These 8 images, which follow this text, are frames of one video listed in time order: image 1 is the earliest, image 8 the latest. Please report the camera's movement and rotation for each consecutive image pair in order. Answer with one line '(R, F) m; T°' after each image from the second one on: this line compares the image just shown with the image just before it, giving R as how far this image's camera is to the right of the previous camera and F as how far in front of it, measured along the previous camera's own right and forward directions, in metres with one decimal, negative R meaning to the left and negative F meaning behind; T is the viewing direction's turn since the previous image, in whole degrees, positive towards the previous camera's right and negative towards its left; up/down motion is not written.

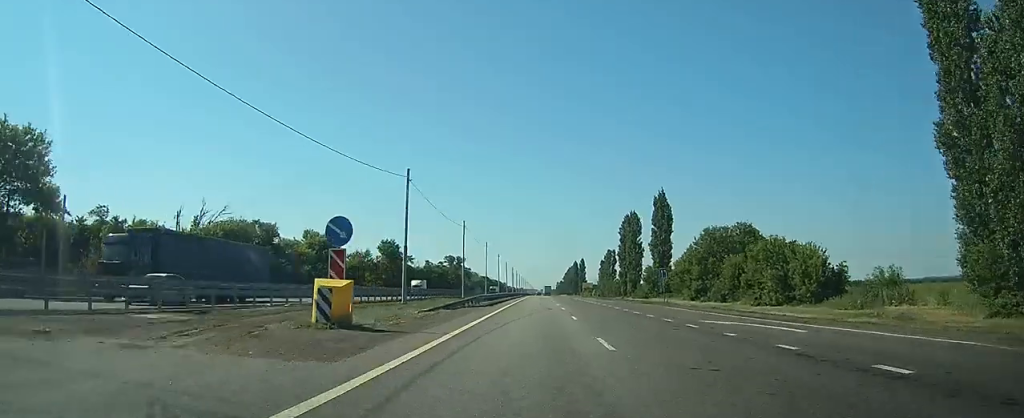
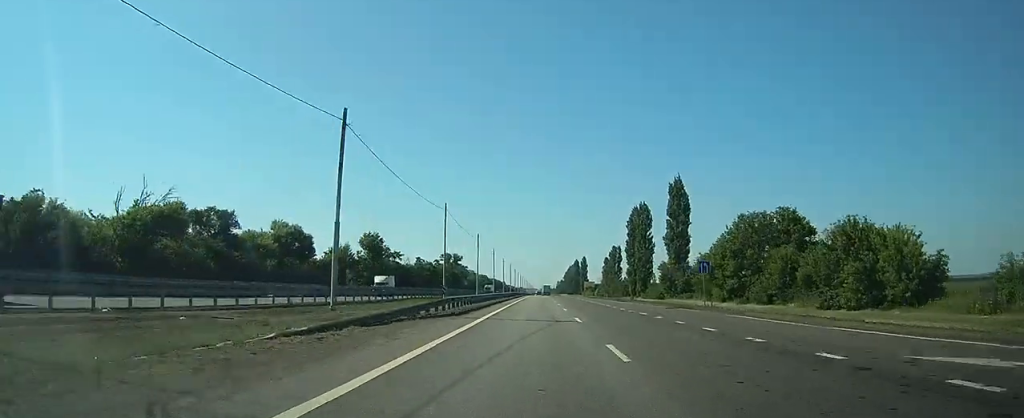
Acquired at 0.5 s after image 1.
(0.0, +11.7) m; 0°
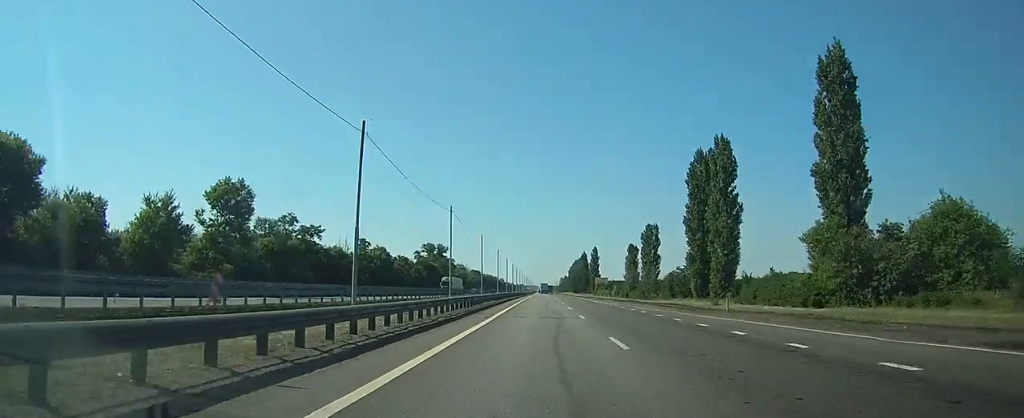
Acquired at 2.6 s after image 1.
(0.0, +48.2) m; 0°
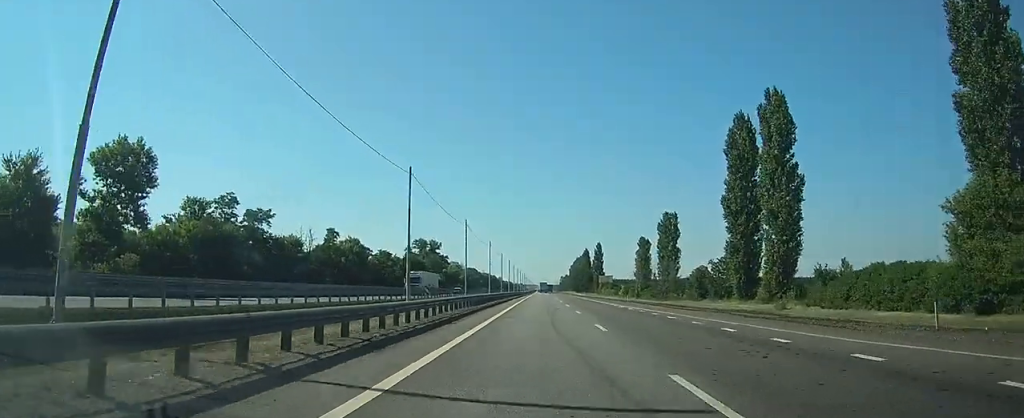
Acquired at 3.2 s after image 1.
(0.0, +16.8) m; 0°
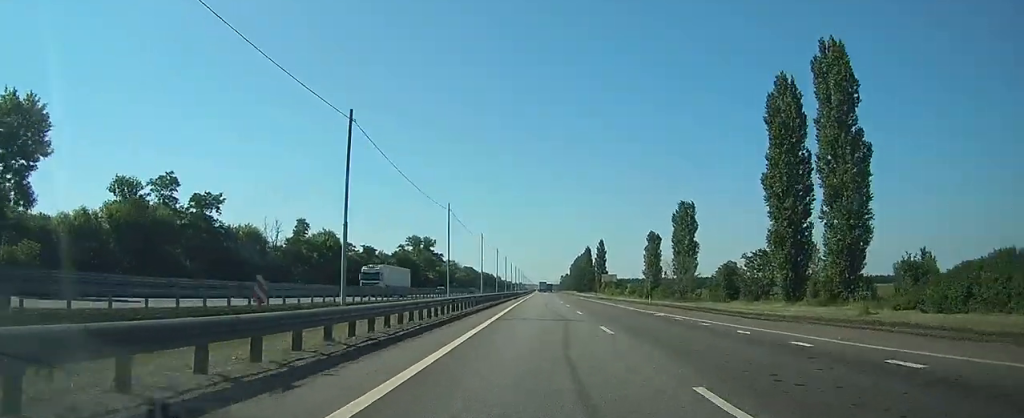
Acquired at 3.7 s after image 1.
(0.0, +13.1) m; 0°
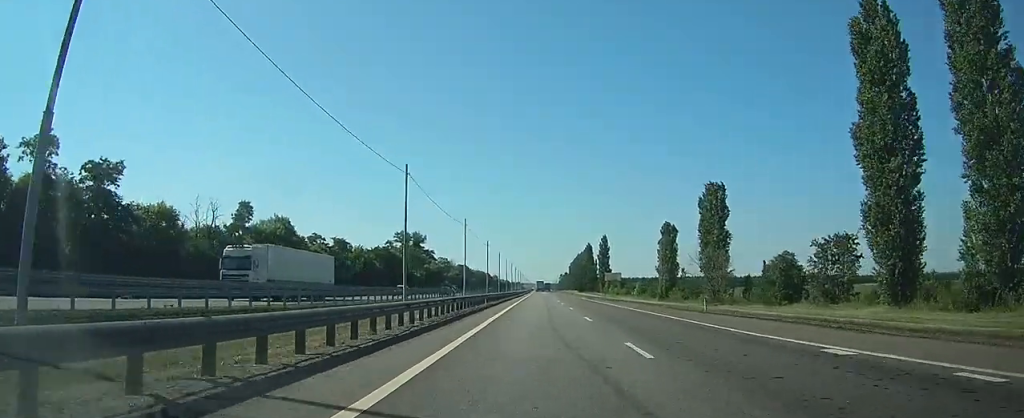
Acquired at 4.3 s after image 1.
(0.0, +18.8) m; 0°
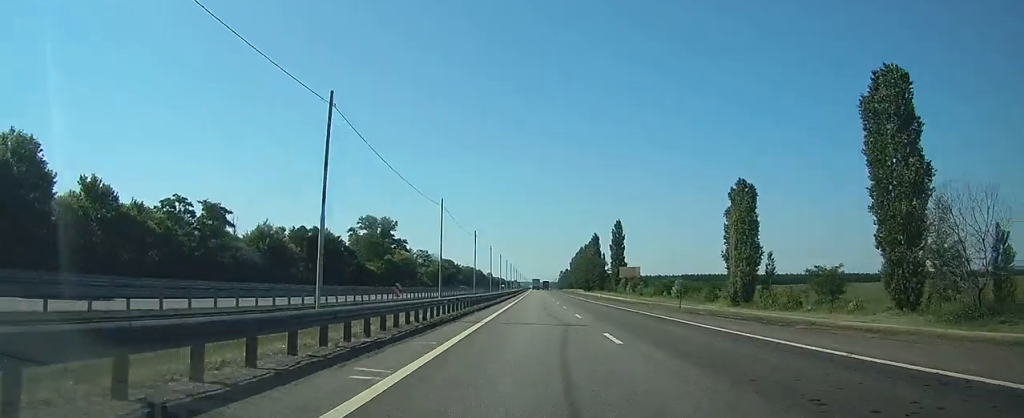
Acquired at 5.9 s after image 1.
(+0.1, +54.3) m; 0°
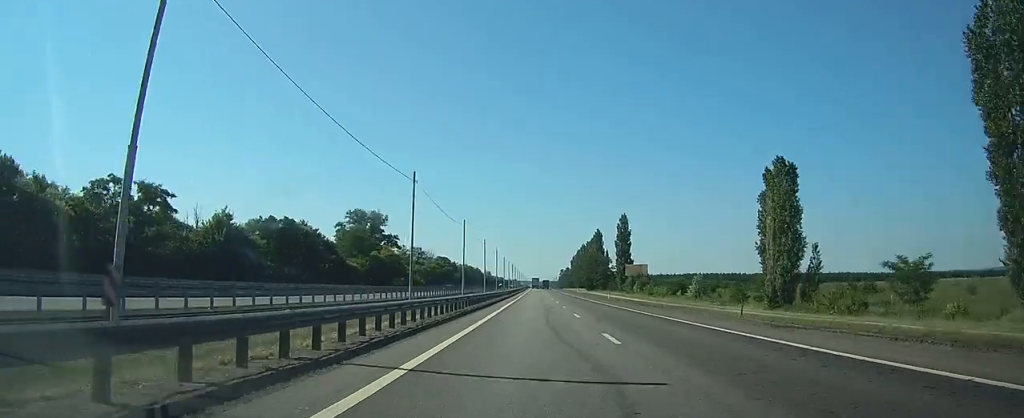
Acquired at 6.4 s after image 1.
(0.0, +14.6) m; 0°
